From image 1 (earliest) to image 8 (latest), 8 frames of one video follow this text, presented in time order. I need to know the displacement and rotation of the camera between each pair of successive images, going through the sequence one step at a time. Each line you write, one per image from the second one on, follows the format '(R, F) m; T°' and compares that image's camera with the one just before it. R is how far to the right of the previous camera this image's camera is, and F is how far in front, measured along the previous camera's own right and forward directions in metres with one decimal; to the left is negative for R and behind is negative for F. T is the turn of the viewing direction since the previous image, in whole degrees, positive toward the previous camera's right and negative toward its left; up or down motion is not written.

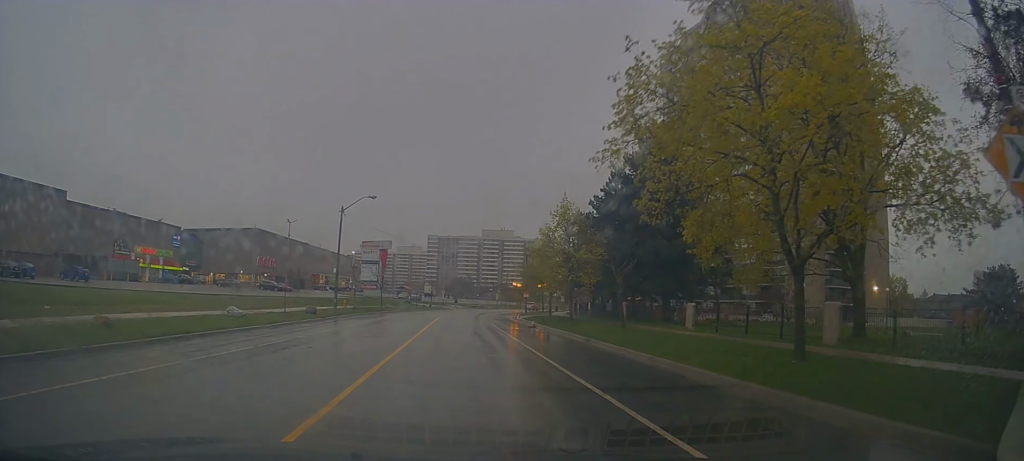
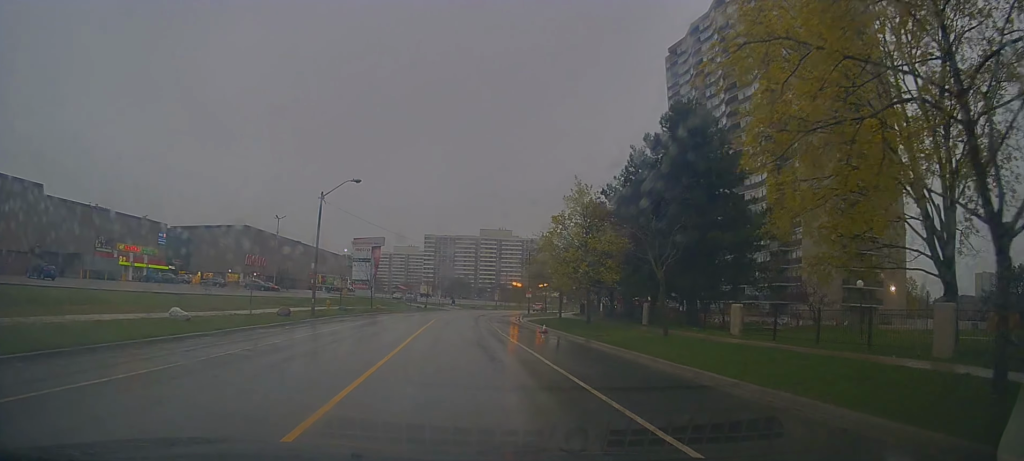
(0.0, +5.5) m; +1°
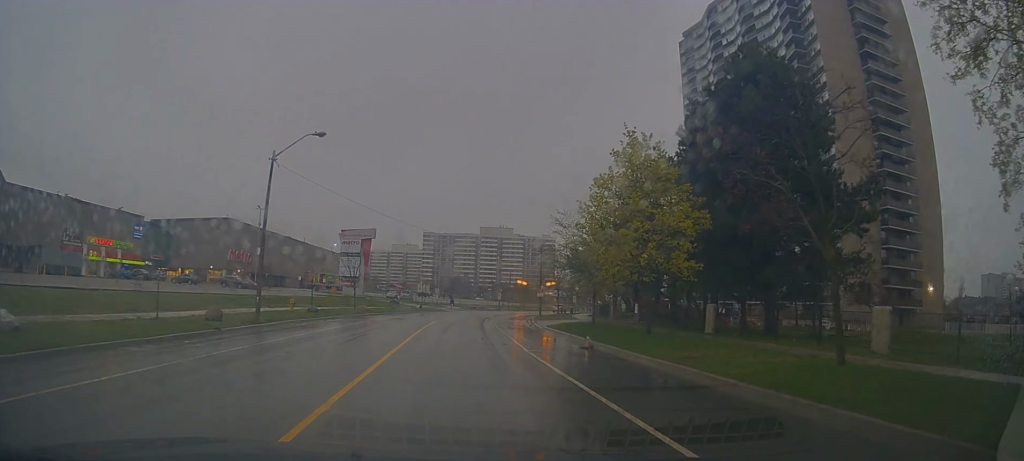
(+0.3, +9.7) m; +1°
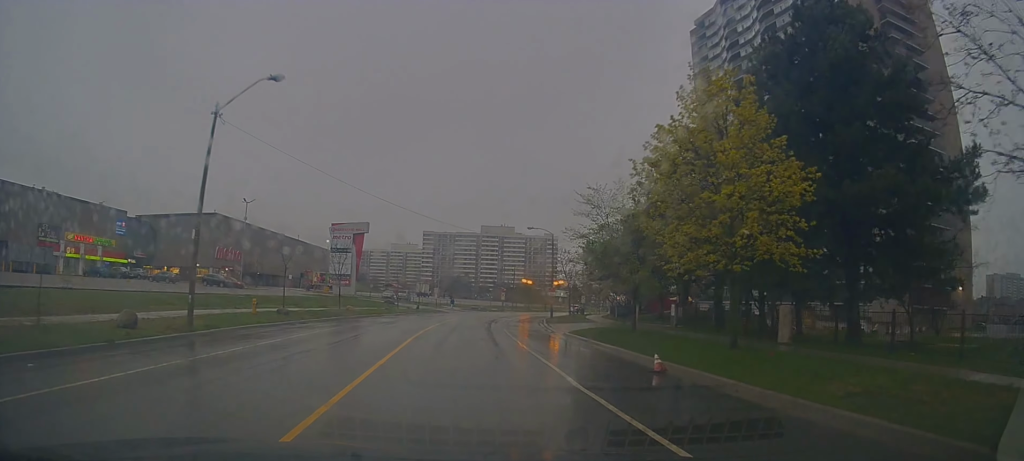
(-0.1, +6.8) m; 0°
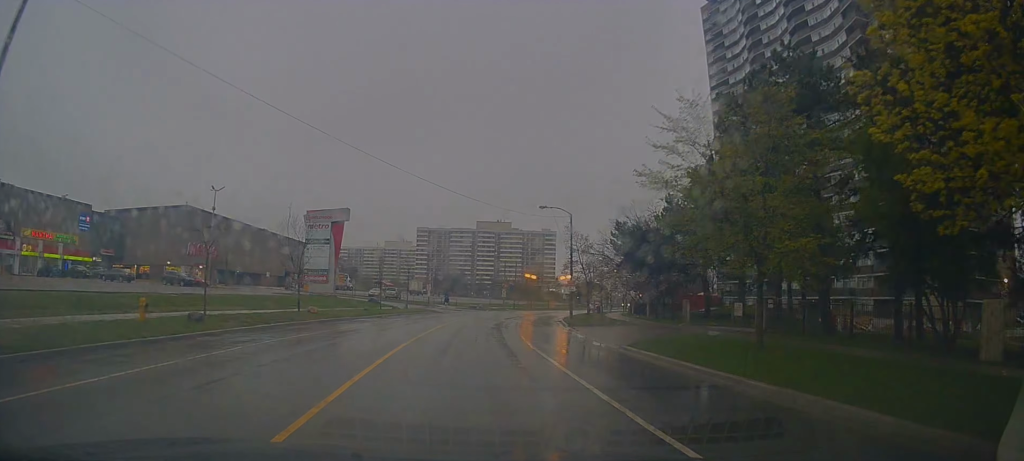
(-0.1, +10.3) m; -1°
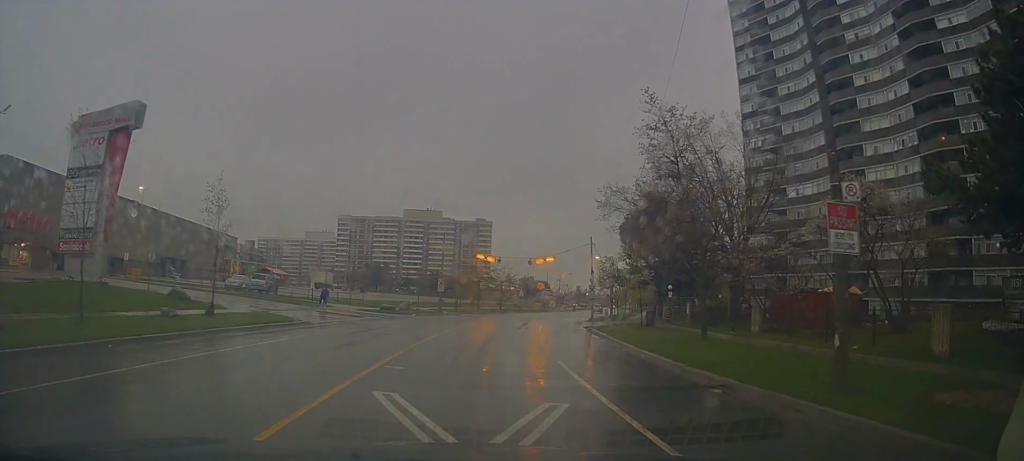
(+1.8, +35.4) m; +8°
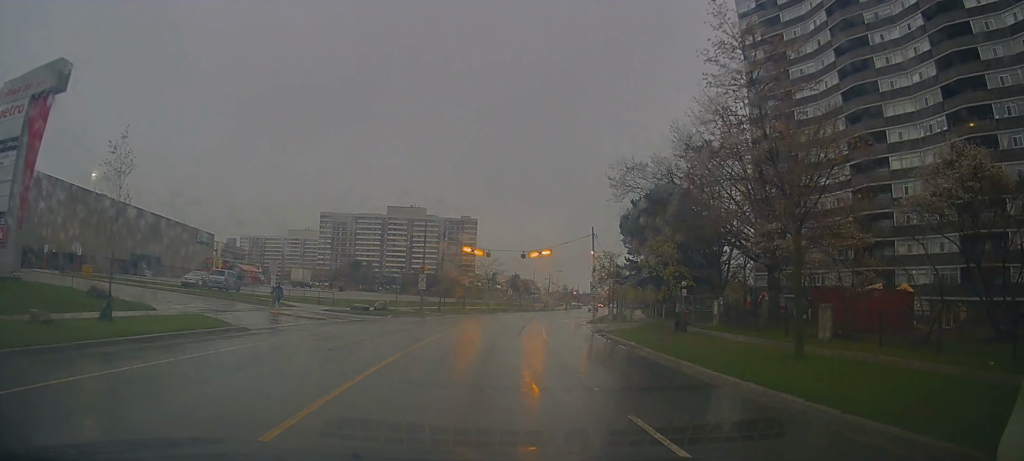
(-0.1, +6.7) m; 0°
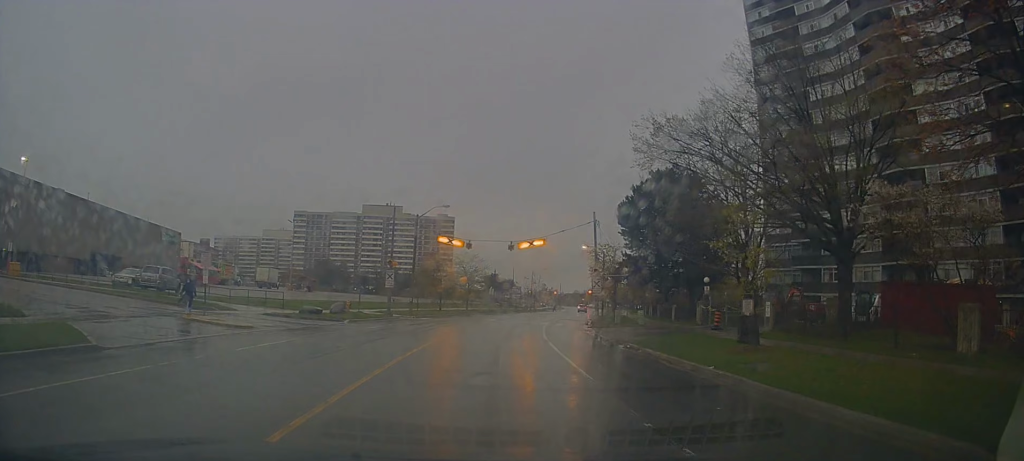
(0.0, +8.4) m; +4°
